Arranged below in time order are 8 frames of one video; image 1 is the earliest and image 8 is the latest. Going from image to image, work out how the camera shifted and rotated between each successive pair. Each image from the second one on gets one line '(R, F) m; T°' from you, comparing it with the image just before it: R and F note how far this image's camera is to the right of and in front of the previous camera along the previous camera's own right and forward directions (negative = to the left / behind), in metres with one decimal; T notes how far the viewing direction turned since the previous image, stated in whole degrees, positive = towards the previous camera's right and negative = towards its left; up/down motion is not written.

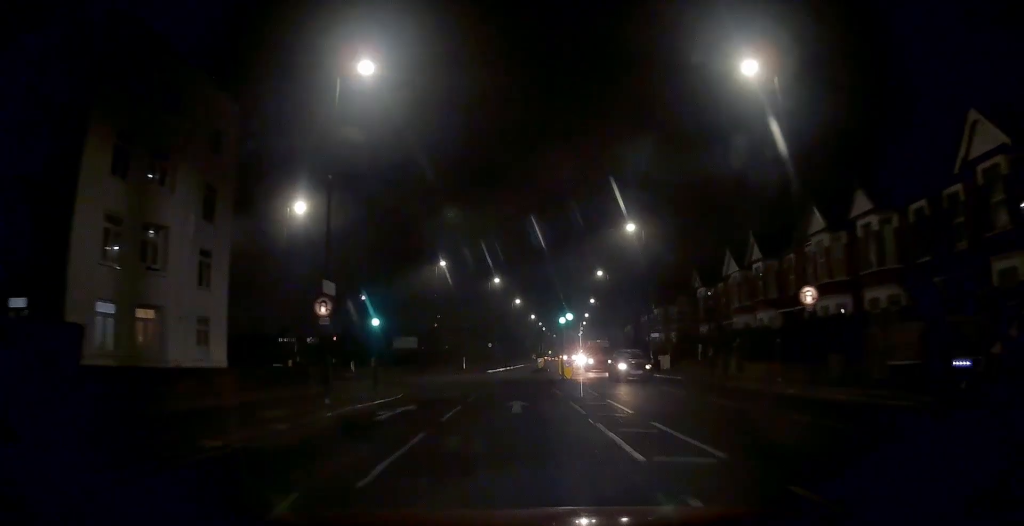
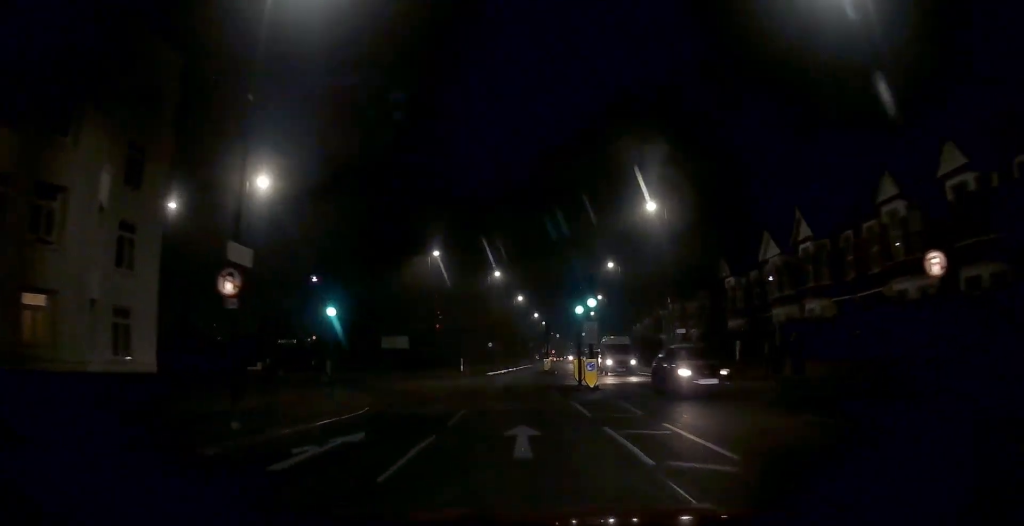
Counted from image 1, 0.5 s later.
(0.0, +6.3) m; 0°
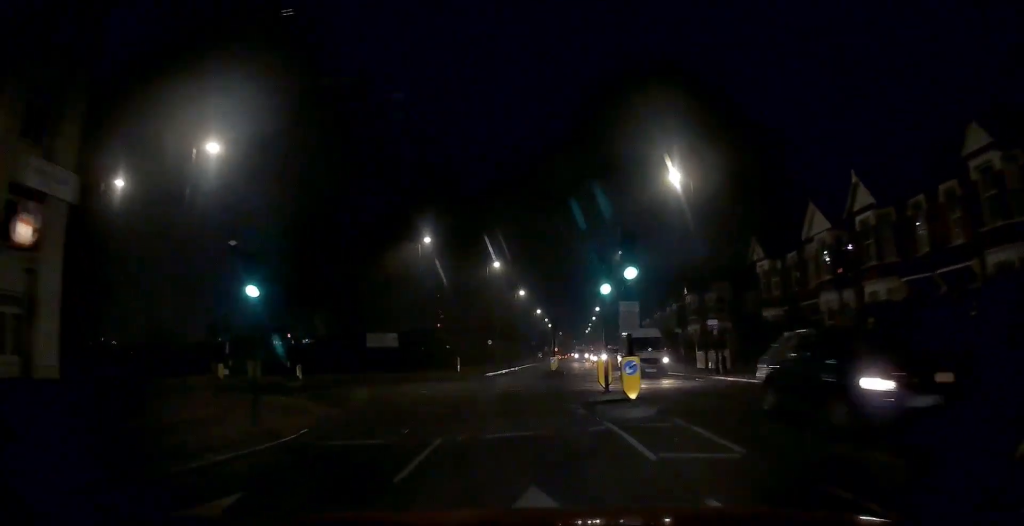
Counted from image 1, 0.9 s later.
(0.0, +5.9) m; 0°
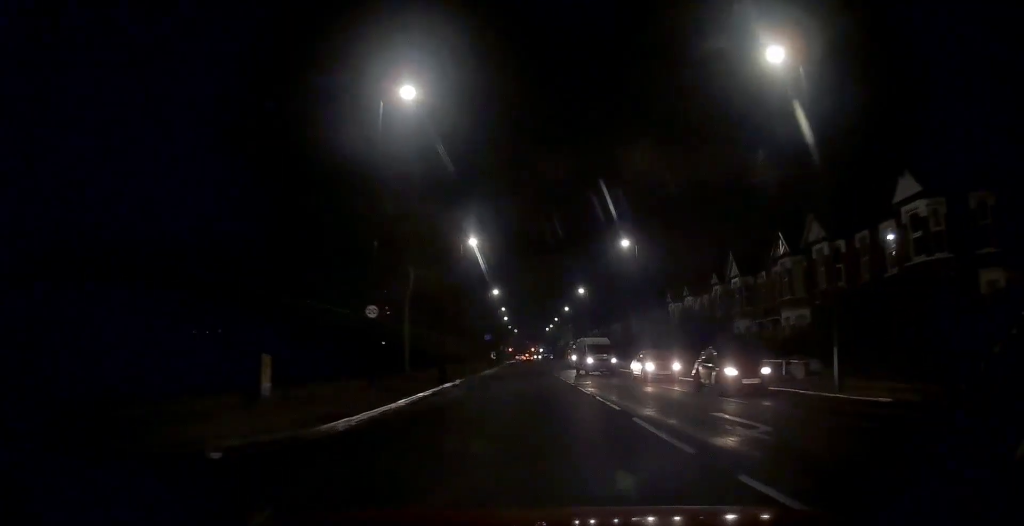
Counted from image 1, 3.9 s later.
(+0.5, +40.3) m; +3°
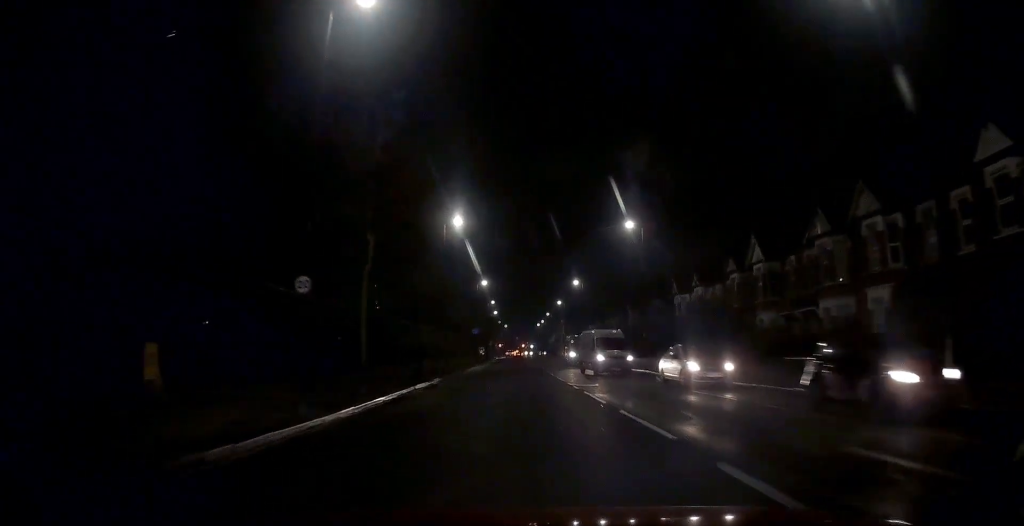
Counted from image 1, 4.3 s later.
(+0.1, +5.7) m; +1°
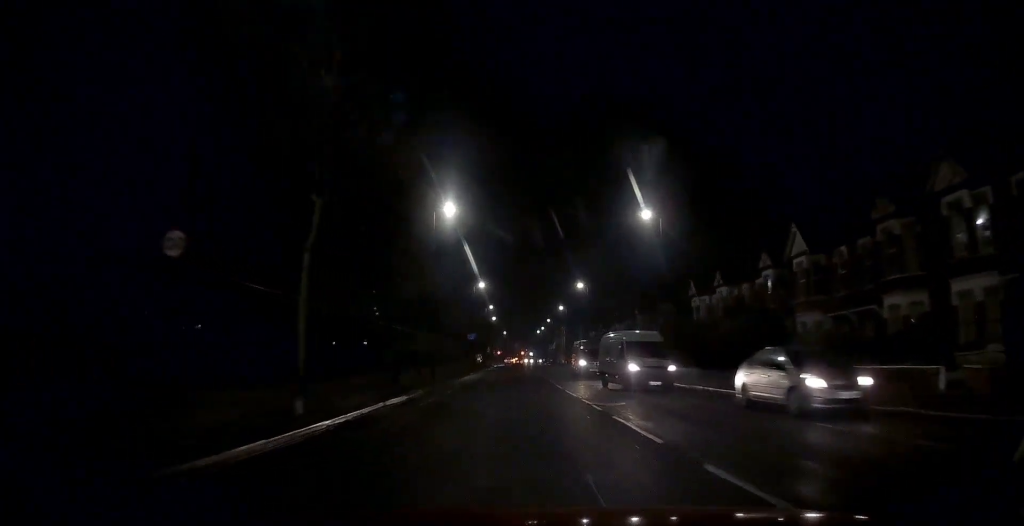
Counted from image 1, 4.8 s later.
(+0.1, +5.7) m; +1°
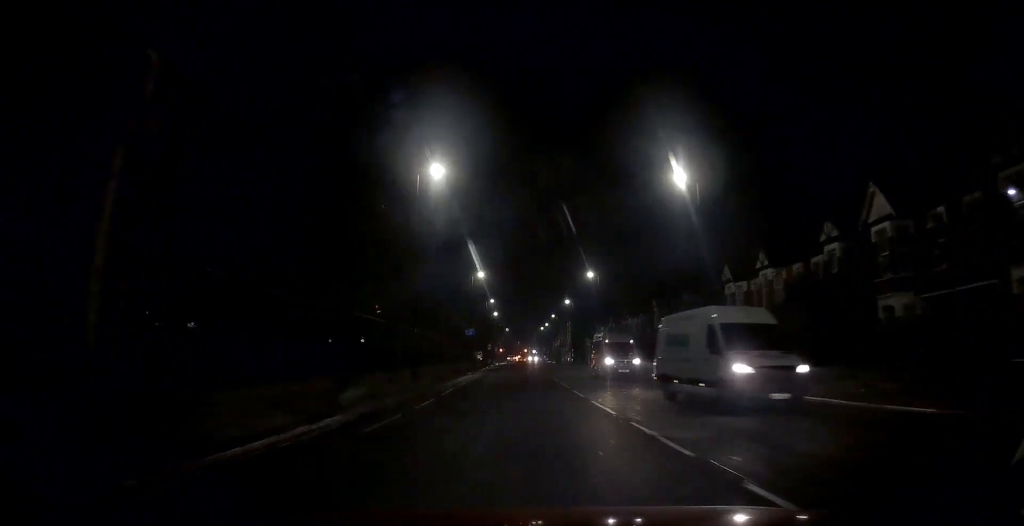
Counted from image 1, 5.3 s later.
(+0.1, +7.5) m; +1°
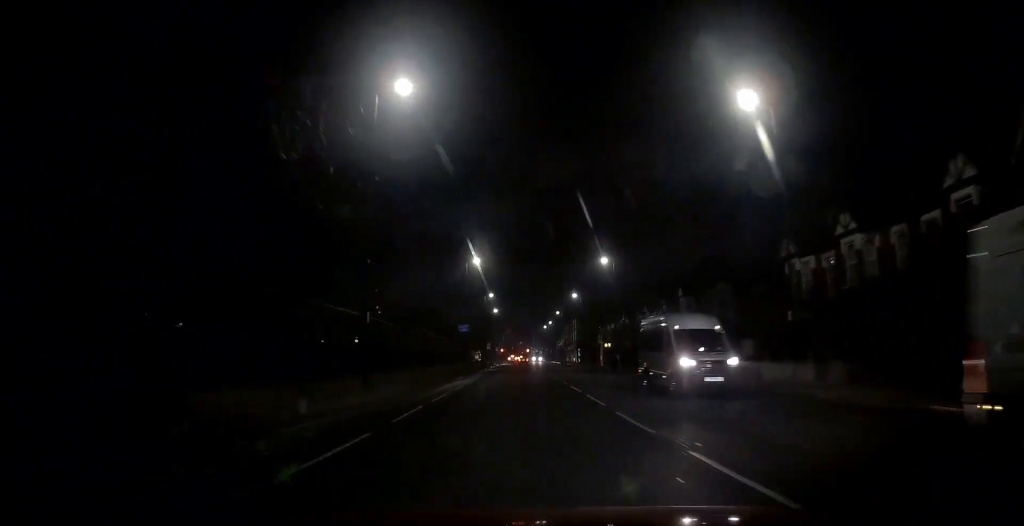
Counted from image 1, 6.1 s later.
(+0.1, +9.7) m; 0°
